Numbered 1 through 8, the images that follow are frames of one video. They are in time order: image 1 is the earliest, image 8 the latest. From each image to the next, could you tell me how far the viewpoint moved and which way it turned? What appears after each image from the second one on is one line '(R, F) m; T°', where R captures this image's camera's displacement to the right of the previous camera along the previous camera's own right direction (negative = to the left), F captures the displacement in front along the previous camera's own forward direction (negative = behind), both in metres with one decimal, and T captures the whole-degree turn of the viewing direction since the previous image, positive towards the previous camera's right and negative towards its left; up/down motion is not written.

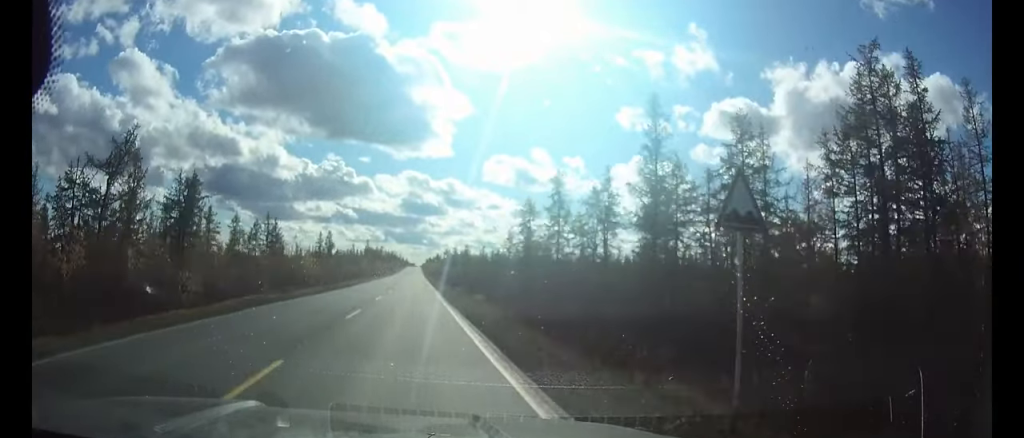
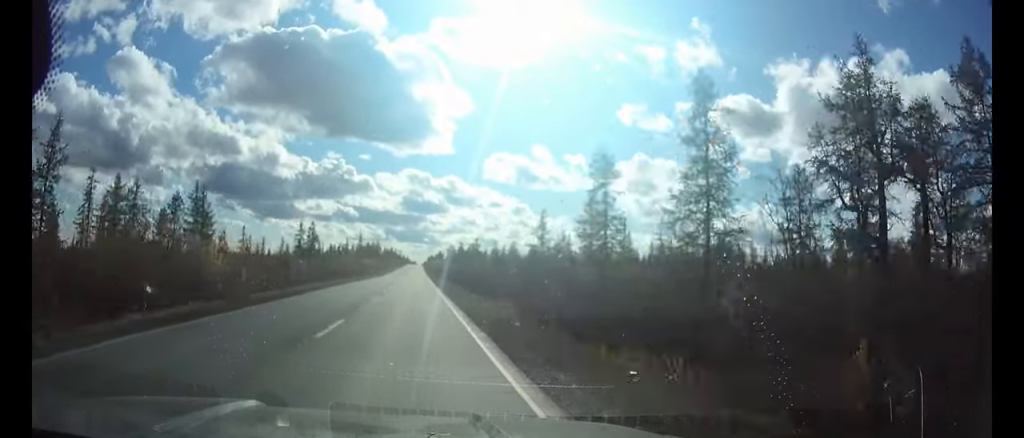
(0.0, +29.4) m; 0°
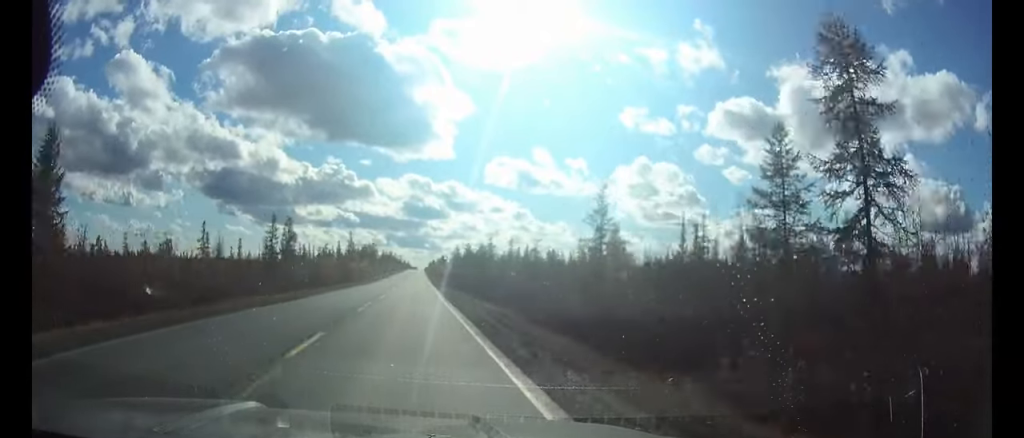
(0.0, +26.0) m; 0°
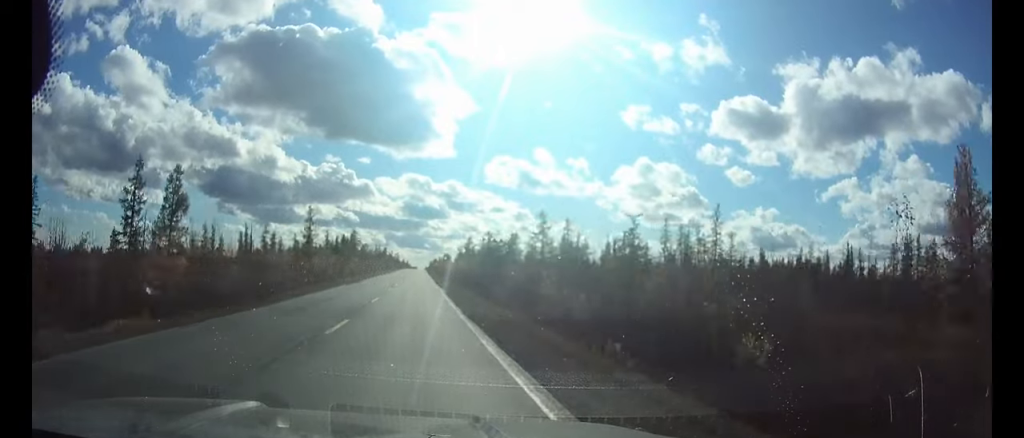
(0.0, +56.2) m; 0°
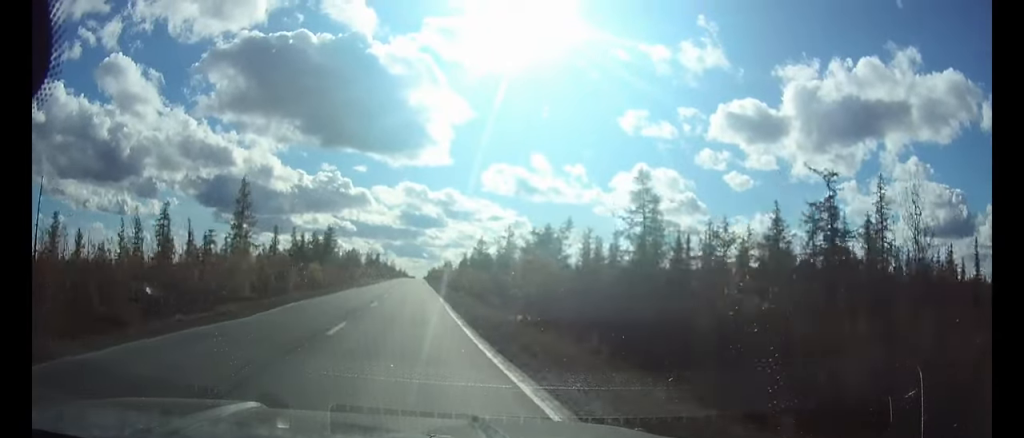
(0.0, +36.4) m; 0°
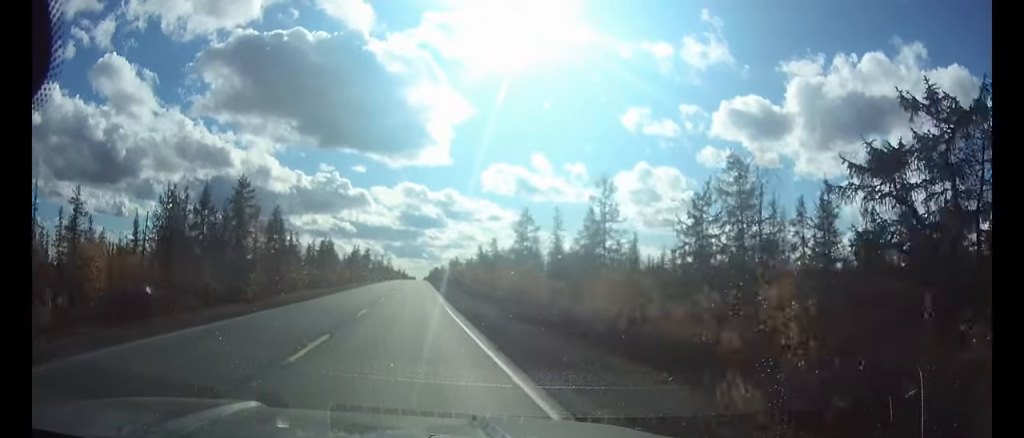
(0.0, +51.0) m; 0°
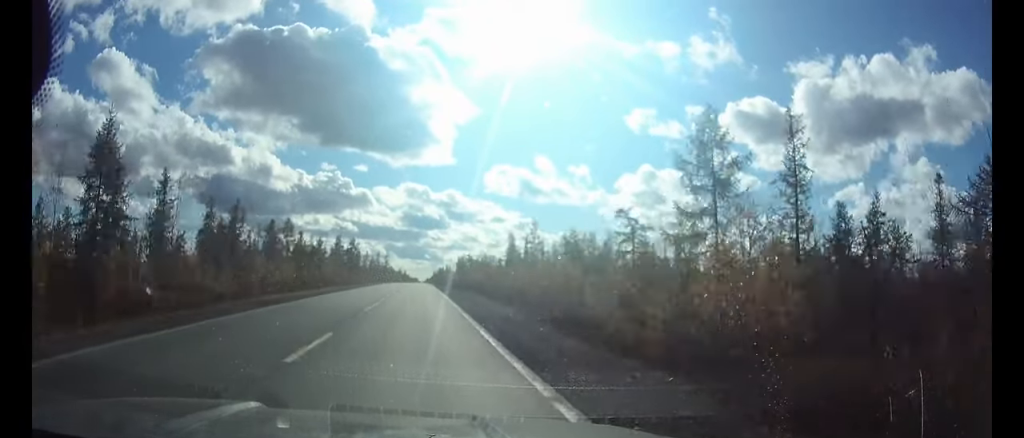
(-0.1, +47.4) m; 0°
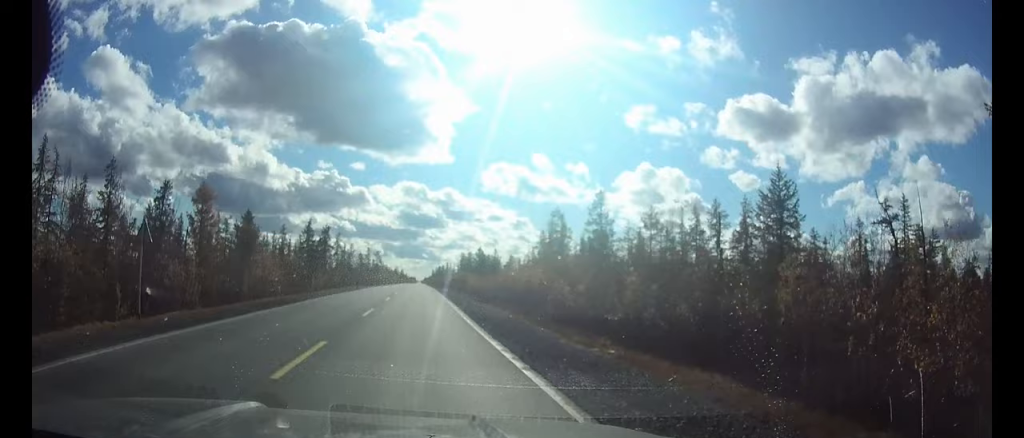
(0.0, +37.6) m; 0°
